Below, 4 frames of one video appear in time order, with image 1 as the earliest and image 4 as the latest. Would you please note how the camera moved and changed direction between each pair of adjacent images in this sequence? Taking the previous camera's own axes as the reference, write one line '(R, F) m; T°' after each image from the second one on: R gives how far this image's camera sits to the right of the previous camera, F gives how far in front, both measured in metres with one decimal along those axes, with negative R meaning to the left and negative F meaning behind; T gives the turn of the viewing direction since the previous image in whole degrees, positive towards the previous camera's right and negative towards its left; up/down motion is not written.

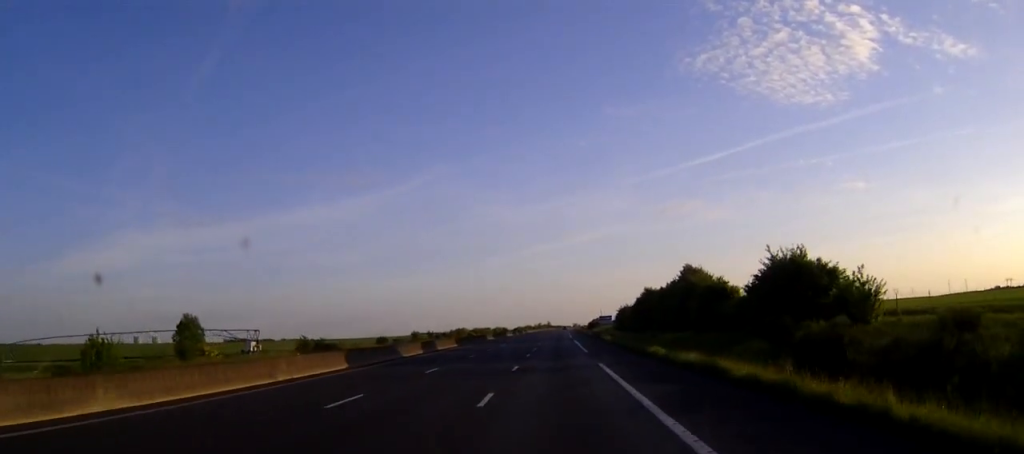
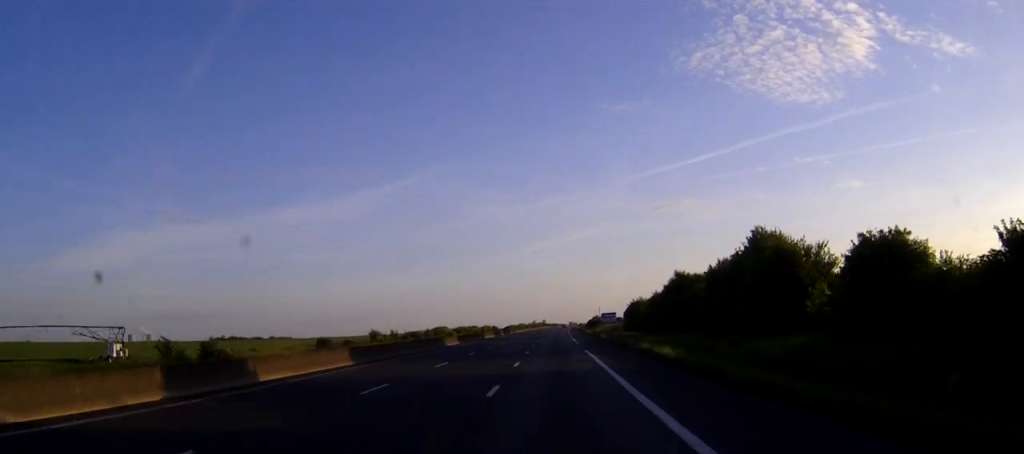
(+0.1, +37.5) m; 0°
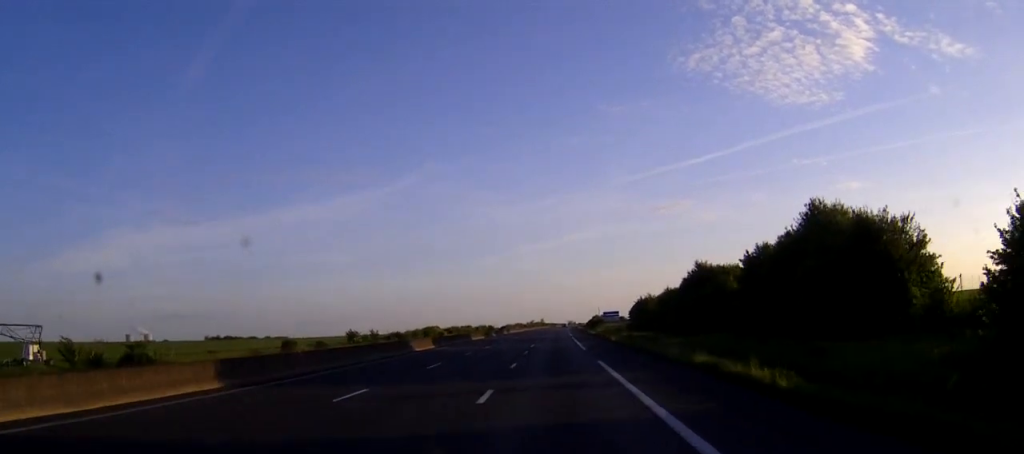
(0.0, +15.2) m; 0°
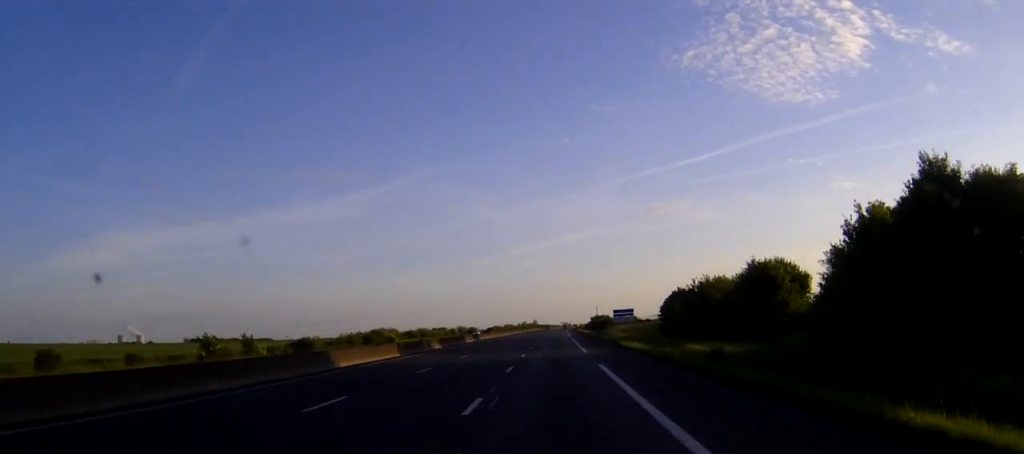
(+0.1, +54.2) m; 0°
